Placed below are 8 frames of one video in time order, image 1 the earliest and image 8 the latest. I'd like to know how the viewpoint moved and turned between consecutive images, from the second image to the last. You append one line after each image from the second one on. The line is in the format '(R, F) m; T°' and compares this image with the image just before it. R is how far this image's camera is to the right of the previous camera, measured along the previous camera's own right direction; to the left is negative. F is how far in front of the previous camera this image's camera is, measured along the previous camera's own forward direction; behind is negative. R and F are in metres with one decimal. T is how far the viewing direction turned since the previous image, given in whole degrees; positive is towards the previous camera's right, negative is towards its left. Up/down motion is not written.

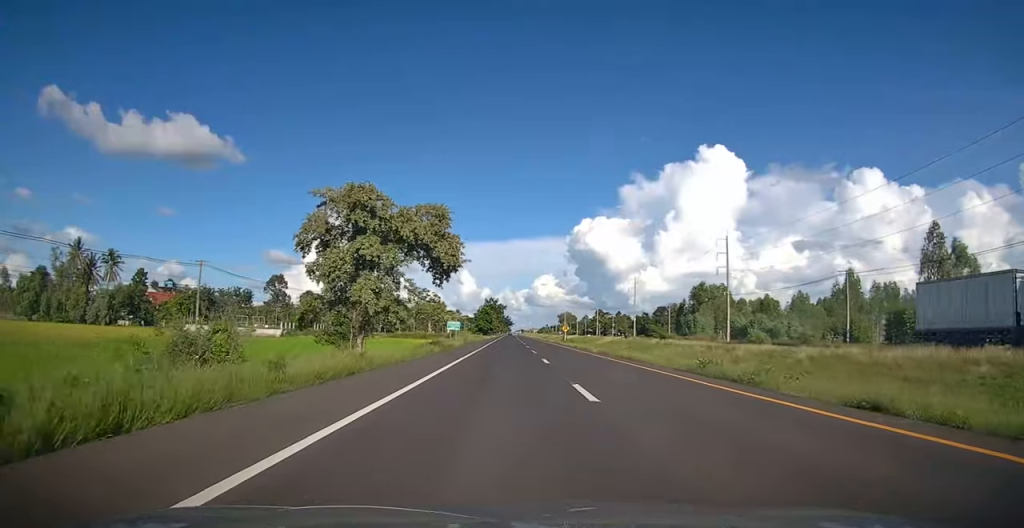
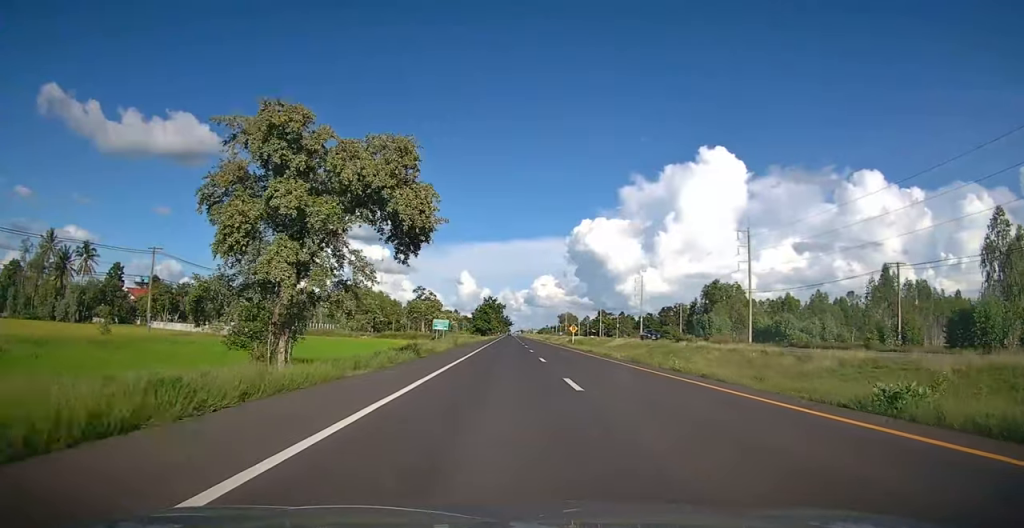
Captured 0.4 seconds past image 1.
(0.0, +10.1) m; 0°
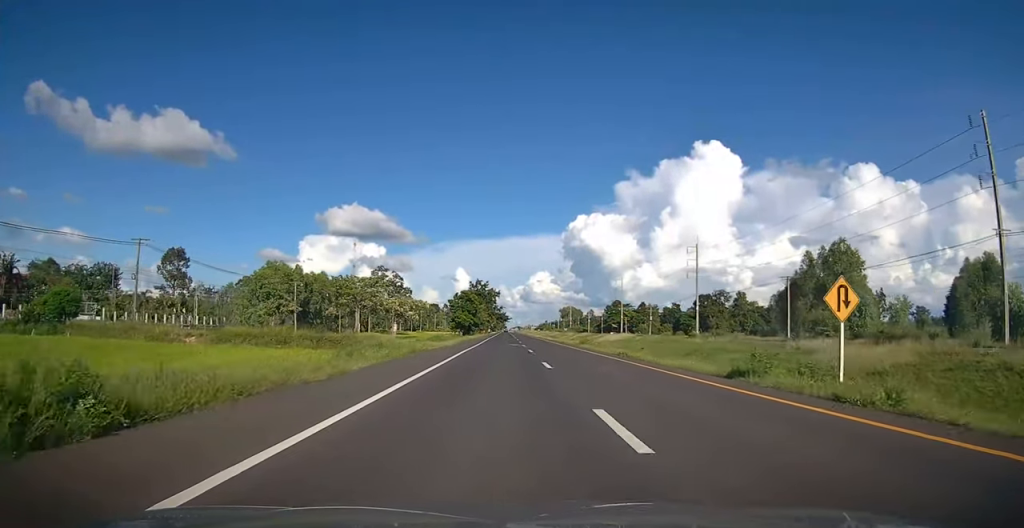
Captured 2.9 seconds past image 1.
(+0.1, +54.6) m; 0°
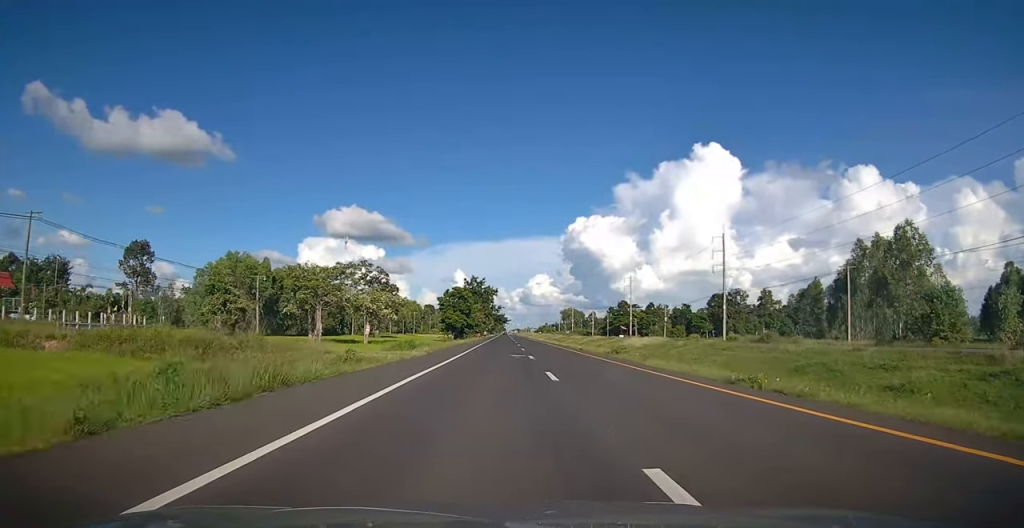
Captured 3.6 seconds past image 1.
(-0.2, +15.7) m; 0°
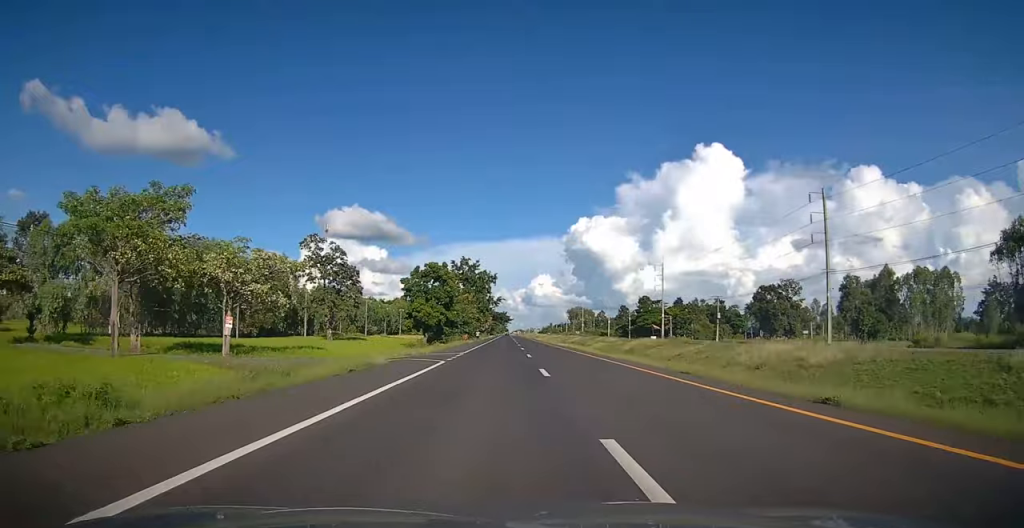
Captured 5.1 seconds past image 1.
(+0.1, +34.8) m; 0°
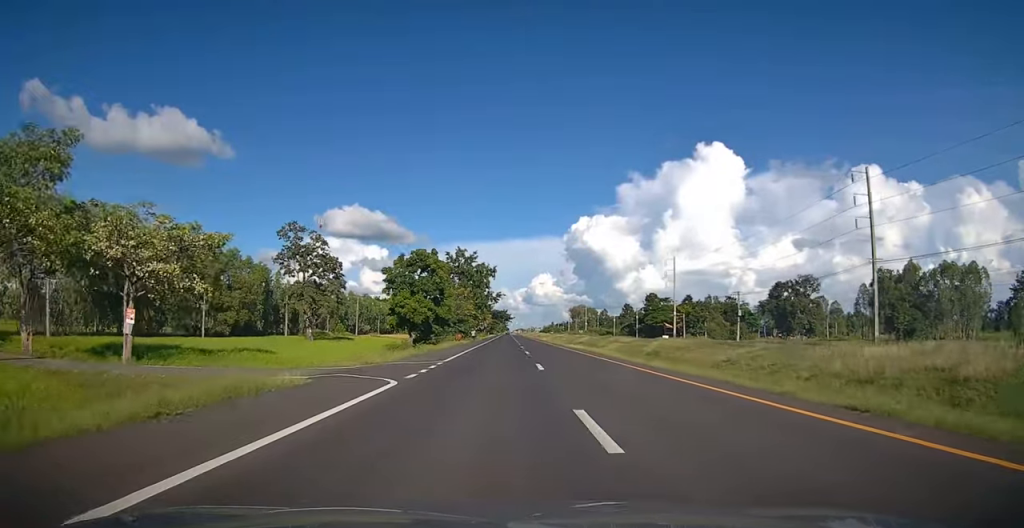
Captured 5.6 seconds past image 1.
(-0.1, +9.7) m; 0°
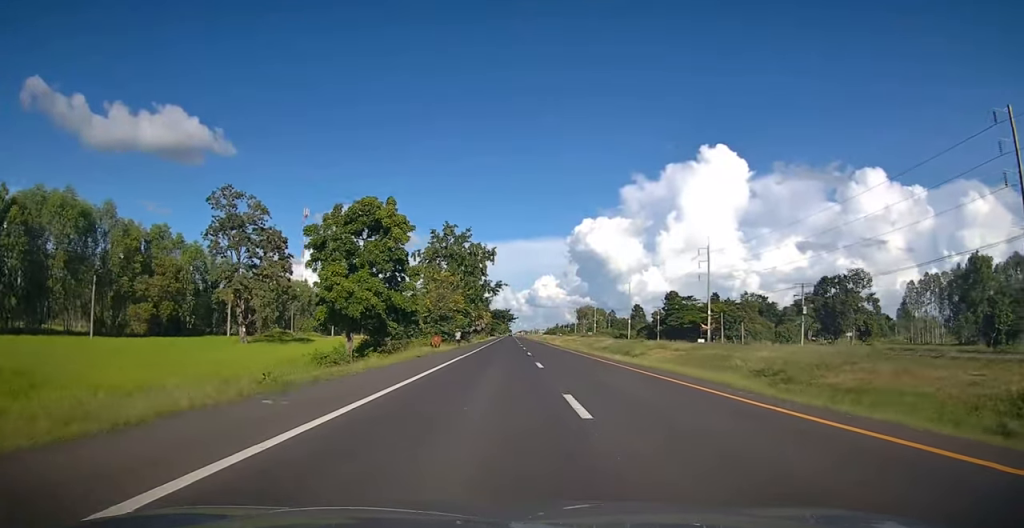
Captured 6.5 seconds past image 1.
(0.0, +21.7) m; 0°
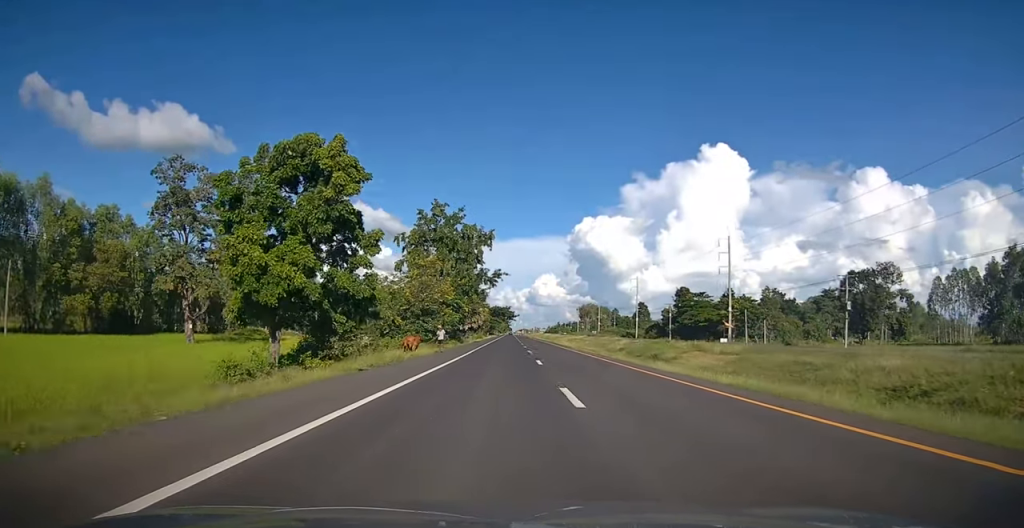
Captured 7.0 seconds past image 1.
(0.0, +10.9) m; 0°
